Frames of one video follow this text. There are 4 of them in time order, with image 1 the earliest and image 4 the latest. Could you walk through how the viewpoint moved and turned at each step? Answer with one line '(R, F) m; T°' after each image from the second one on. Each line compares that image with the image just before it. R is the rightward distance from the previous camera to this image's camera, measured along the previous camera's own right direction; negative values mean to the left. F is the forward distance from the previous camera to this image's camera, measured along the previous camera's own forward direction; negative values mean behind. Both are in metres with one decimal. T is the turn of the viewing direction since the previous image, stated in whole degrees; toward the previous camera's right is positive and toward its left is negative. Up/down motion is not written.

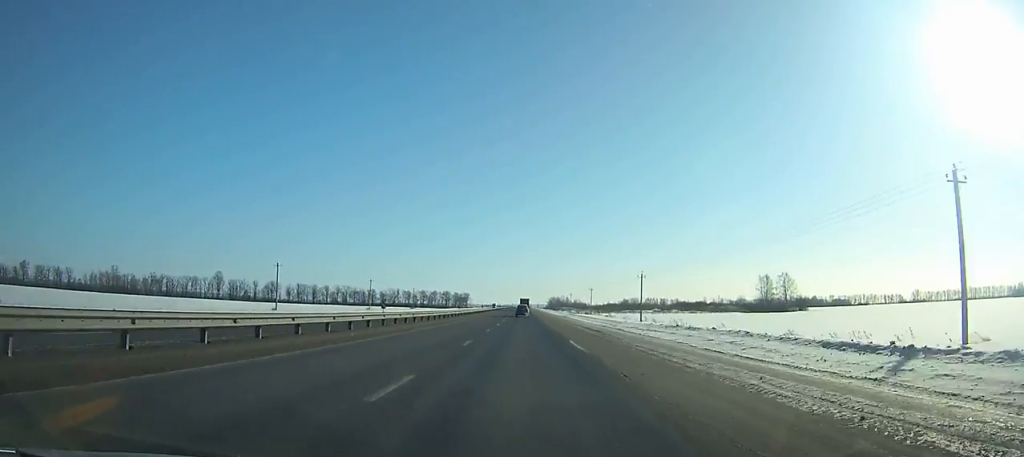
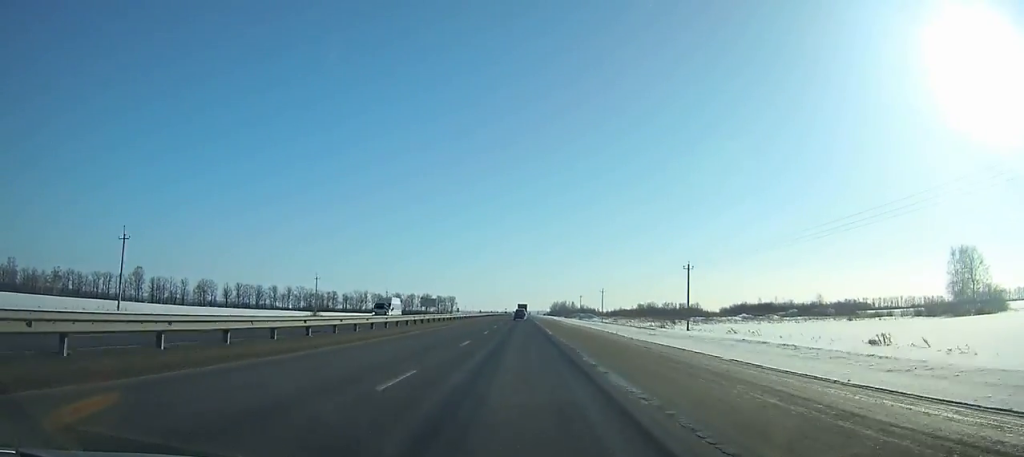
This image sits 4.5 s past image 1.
(-0.2, +106.1) m; 0°
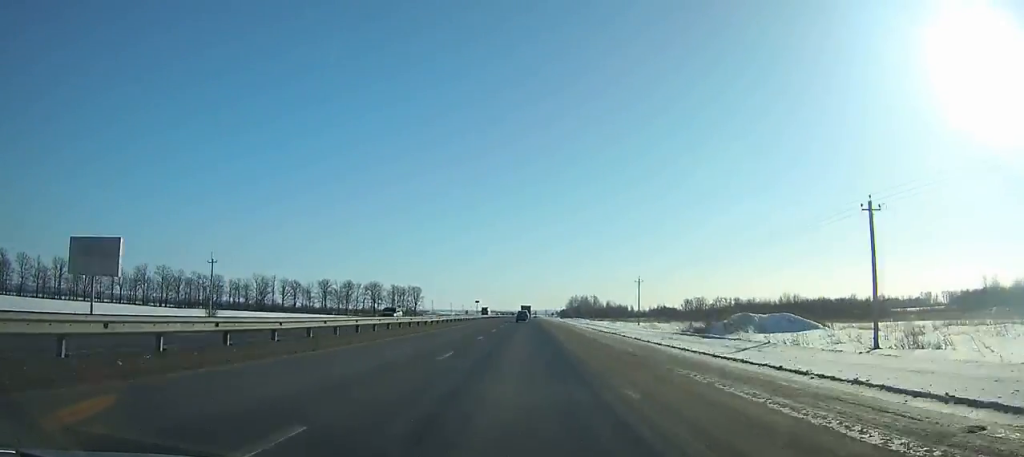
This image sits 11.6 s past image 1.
(0.0, +172.6) m; 0°
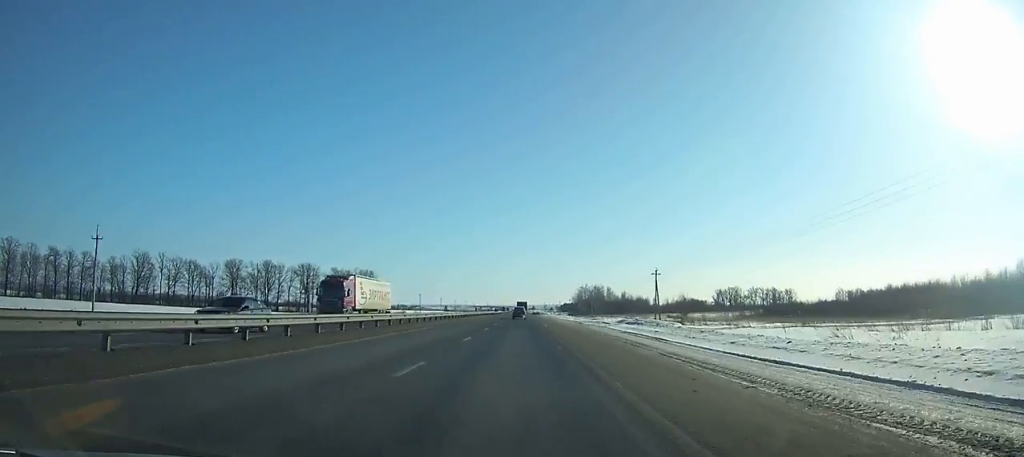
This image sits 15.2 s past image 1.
(+0.2, +87.8) m; 0°
